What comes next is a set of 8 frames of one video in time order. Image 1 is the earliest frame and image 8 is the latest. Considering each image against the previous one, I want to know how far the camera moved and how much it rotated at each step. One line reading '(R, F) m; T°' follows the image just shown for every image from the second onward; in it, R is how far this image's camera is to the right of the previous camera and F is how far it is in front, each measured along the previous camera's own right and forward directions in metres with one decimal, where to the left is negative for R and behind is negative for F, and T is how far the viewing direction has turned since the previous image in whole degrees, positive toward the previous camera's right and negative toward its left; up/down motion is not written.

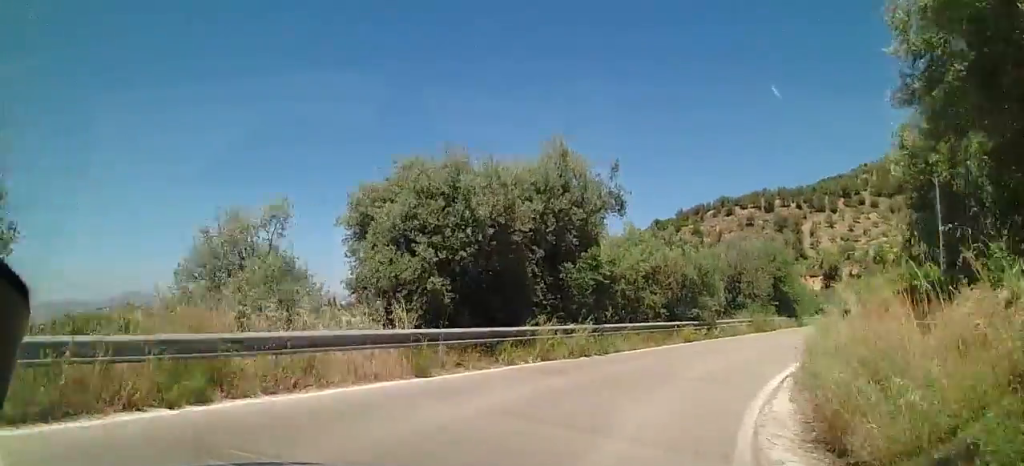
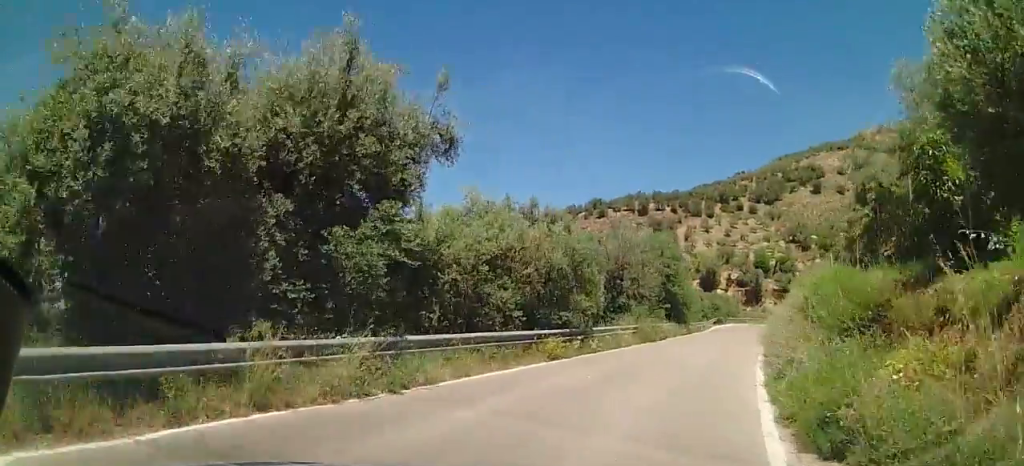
(+0.5, +7.2) m; +8°
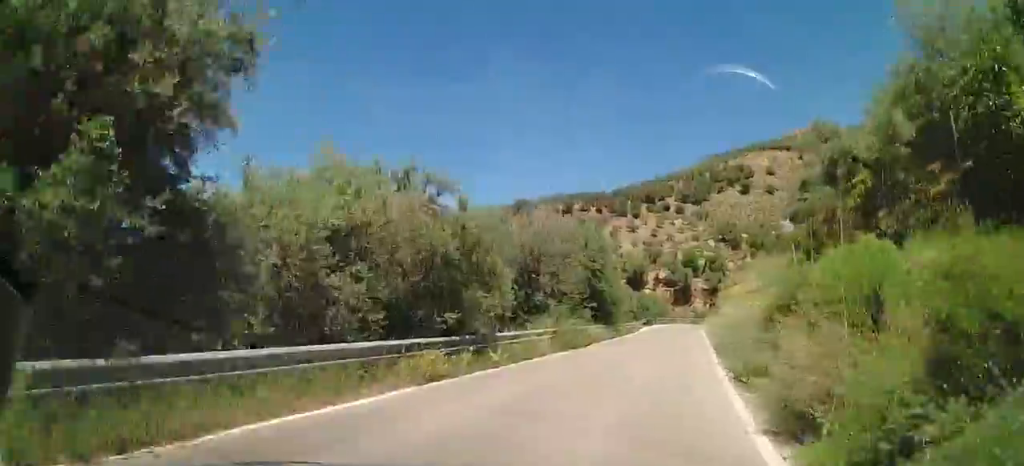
(+0.3, +4.6) m; +5°
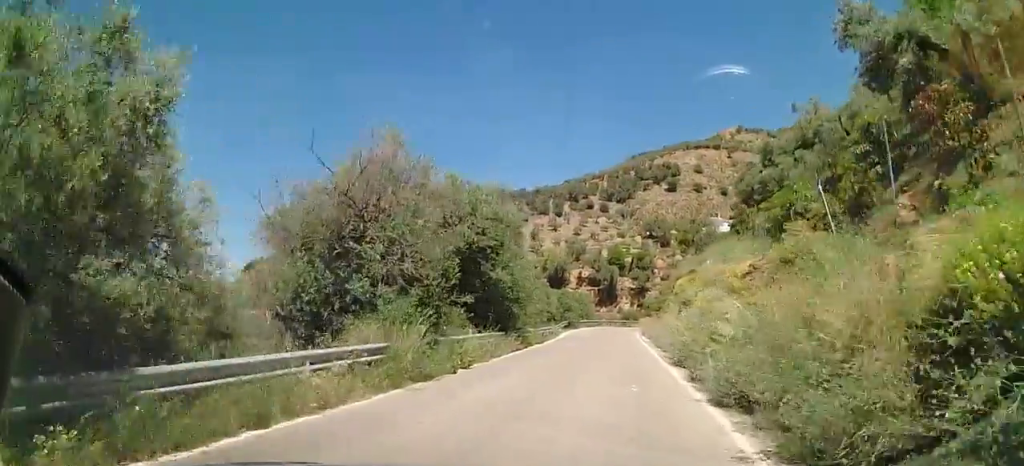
(+0.7, +9.6) m; +11°
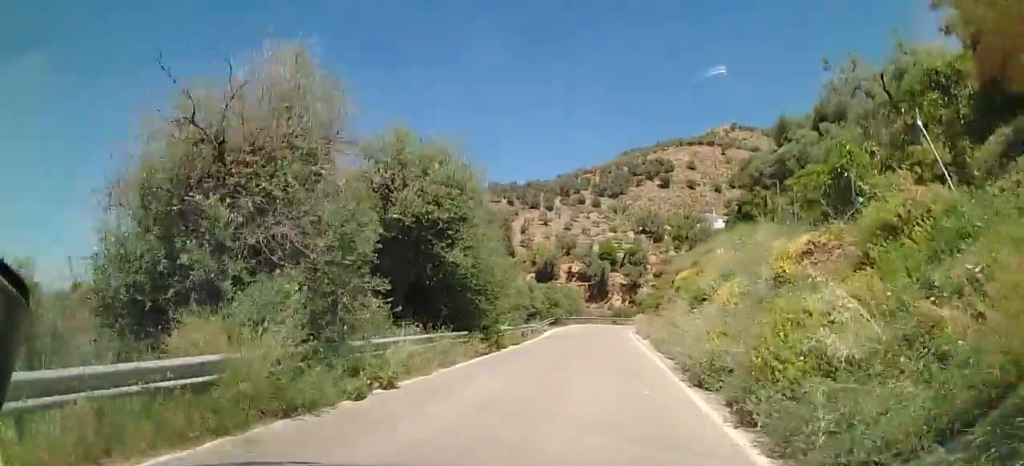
(+0.4, +4.5) m; +2°
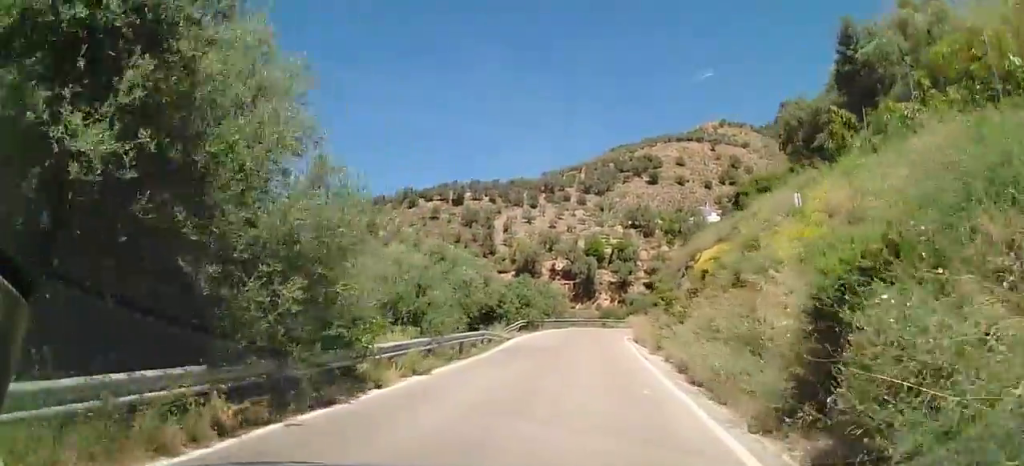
(+0.2, +11.1) m; +1°
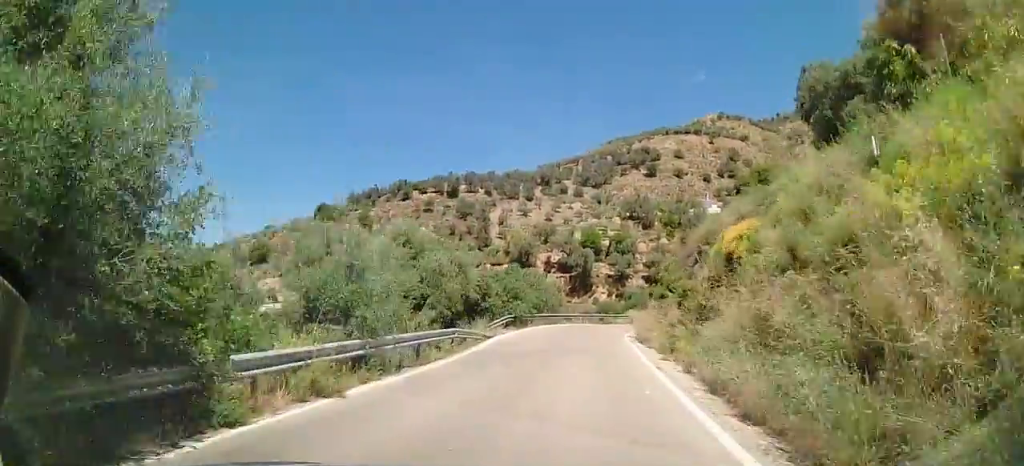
(-0.1, +4.3) m; 0°
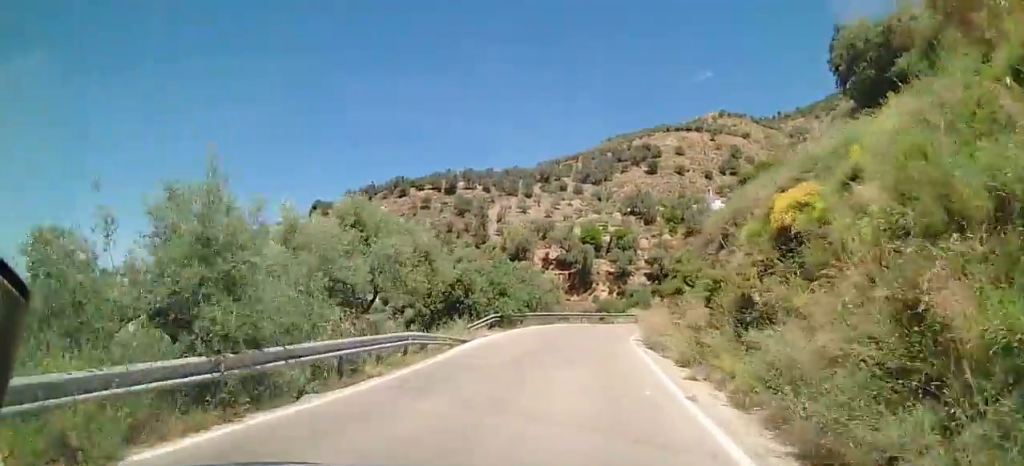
(+0.3, +4.8) m; +1°
